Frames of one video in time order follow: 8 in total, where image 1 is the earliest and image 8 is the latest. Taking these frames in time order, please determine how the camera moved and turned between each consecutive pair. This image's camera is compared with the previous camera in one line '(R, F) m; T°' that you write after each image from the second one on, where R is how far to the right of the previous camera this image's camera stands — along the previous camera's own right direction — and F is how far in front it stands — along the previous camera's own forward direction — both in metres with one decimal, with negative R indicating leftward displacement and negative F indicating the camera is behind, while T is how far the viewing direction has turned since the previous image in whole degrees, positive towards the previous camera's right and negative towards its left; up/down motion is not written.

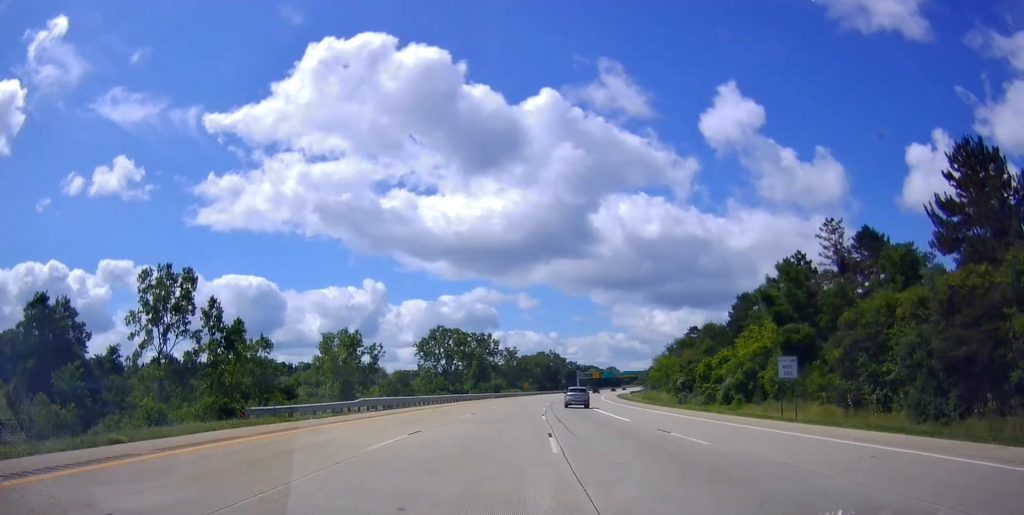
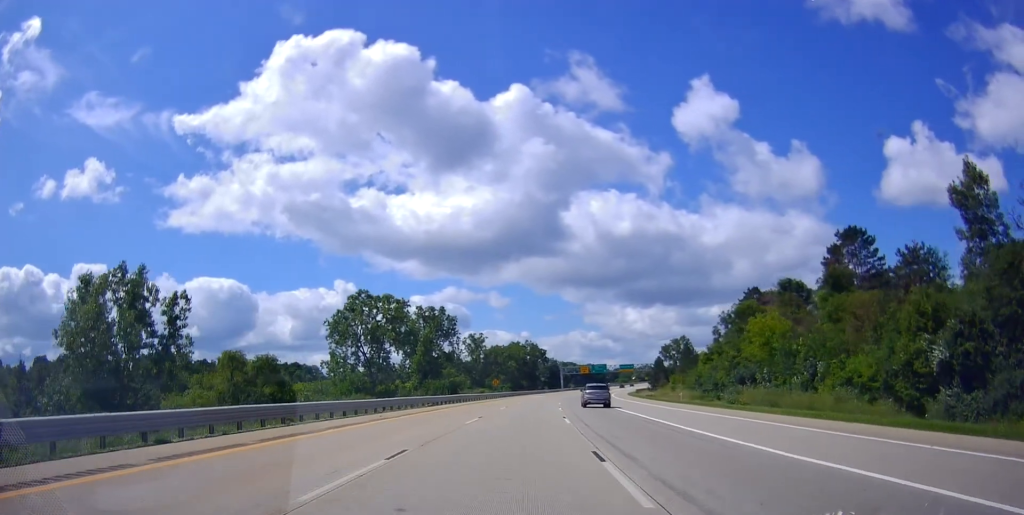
(-1.1, +52.1) m; -1°
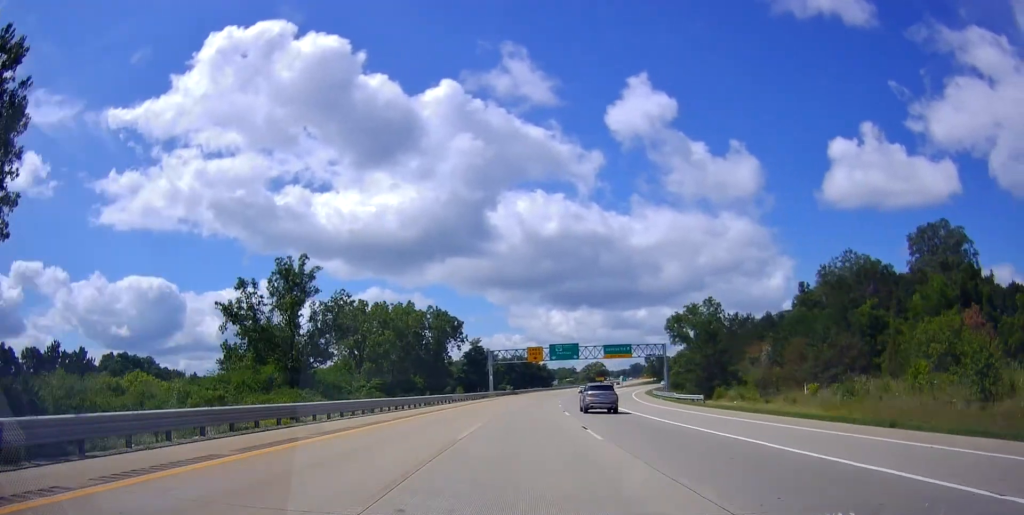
(+7.2, +101.2) m; +7°
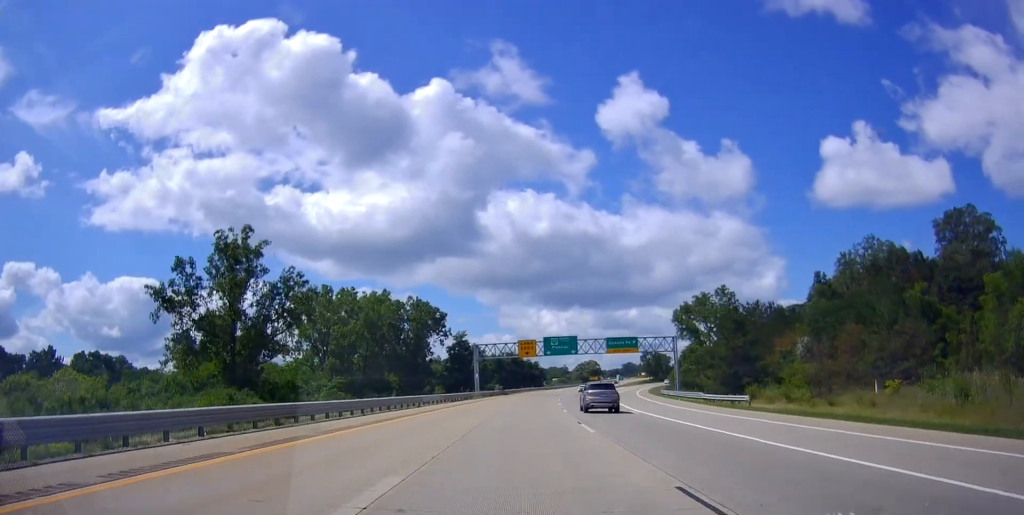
(+0.1, +13.6) m; +1°
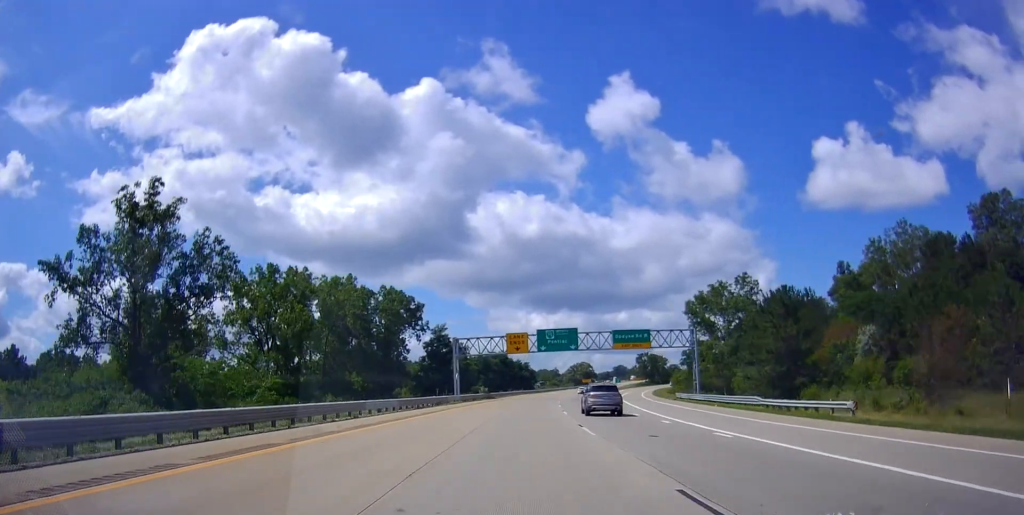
(0.0, +15.7) m; +1°
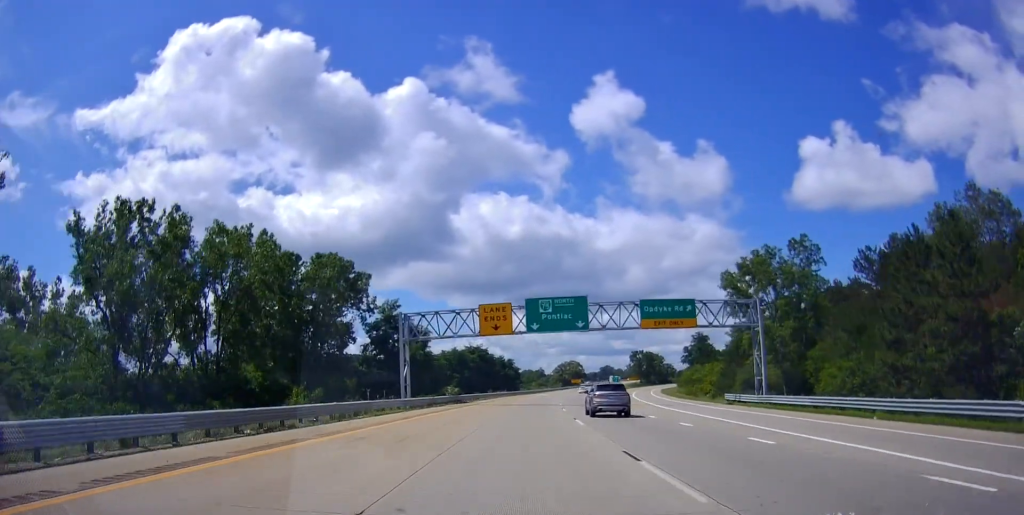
(+0.2, +26.2) m; +2°
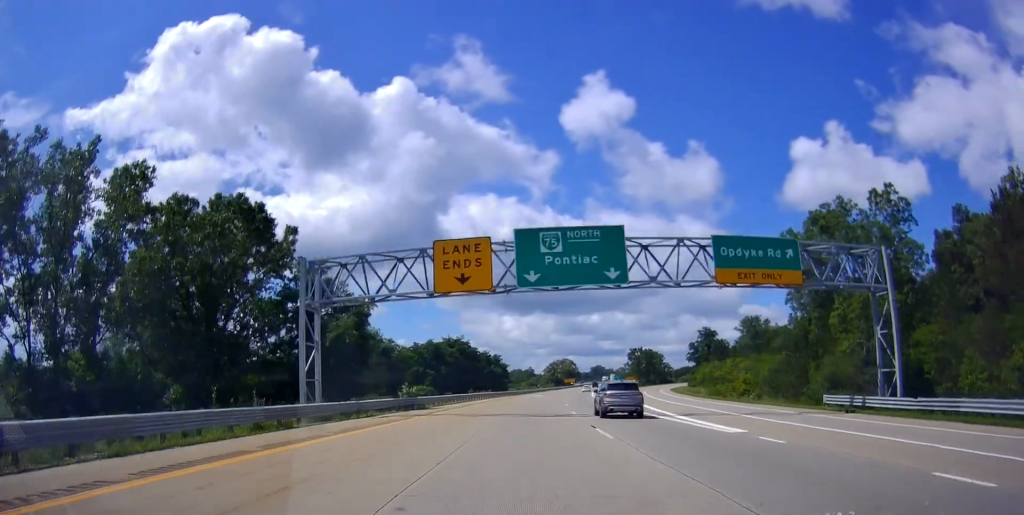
(+0.4, +22.0) m; +1°
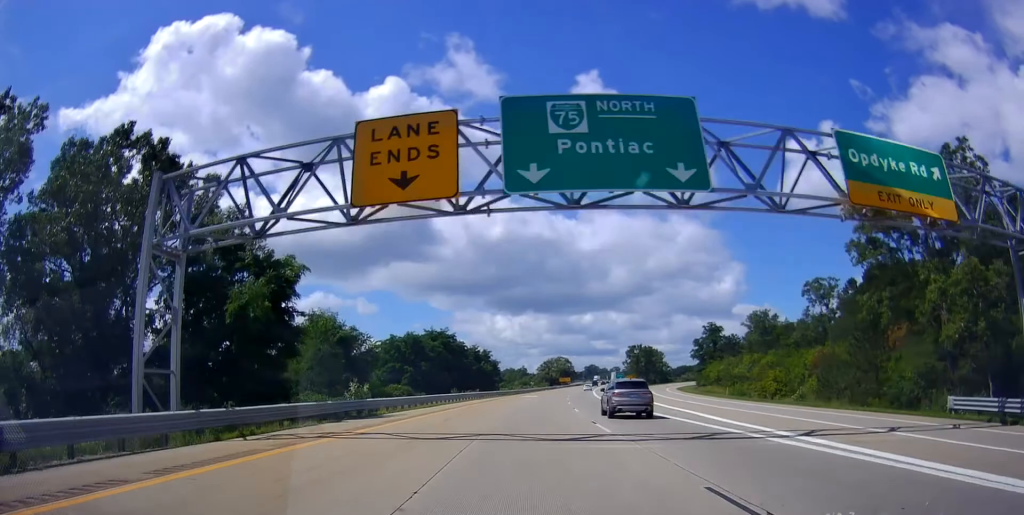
(+0.1, +13.7) m; +1°
